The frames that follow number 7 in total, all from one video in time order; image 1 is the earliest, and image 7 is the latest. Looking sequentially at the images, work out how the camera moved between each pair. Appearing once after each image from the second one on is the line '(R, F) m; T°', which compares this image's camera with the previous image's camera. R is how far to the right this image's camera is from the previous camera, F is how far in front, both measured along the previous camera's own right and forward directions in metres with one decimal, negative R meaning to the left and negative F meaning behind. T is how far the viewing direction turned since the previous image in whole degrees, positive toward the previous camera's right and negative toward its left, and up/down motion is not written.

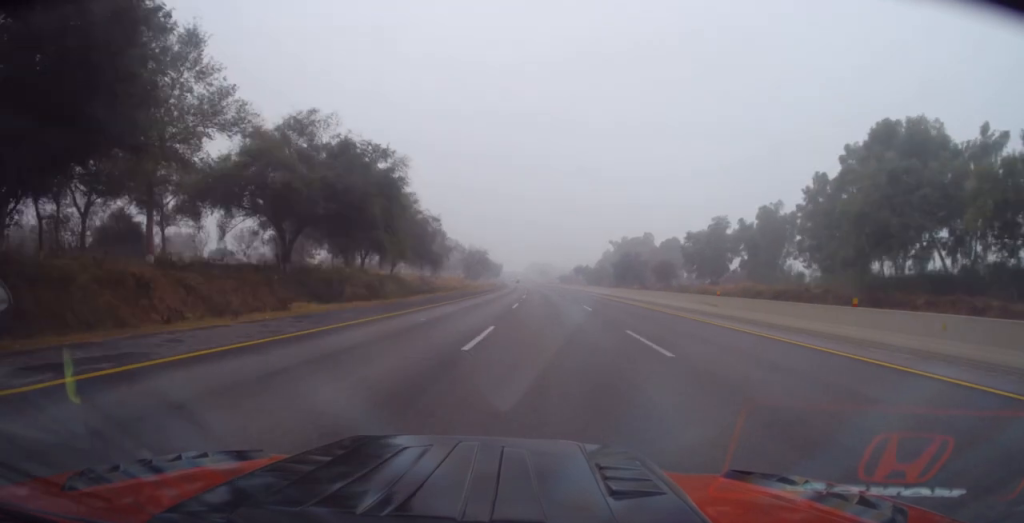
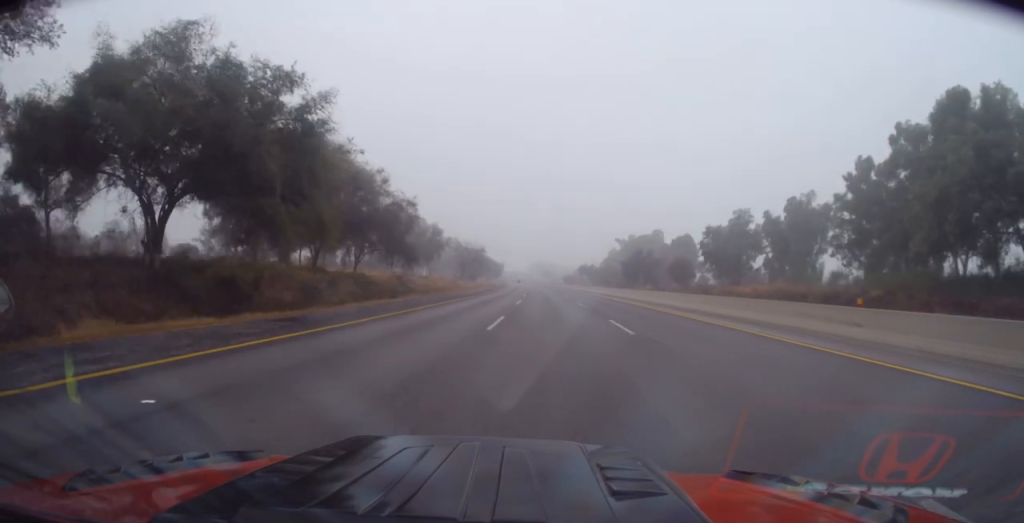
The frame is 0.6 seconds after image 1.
(-0.2, +13.3) m; 0°
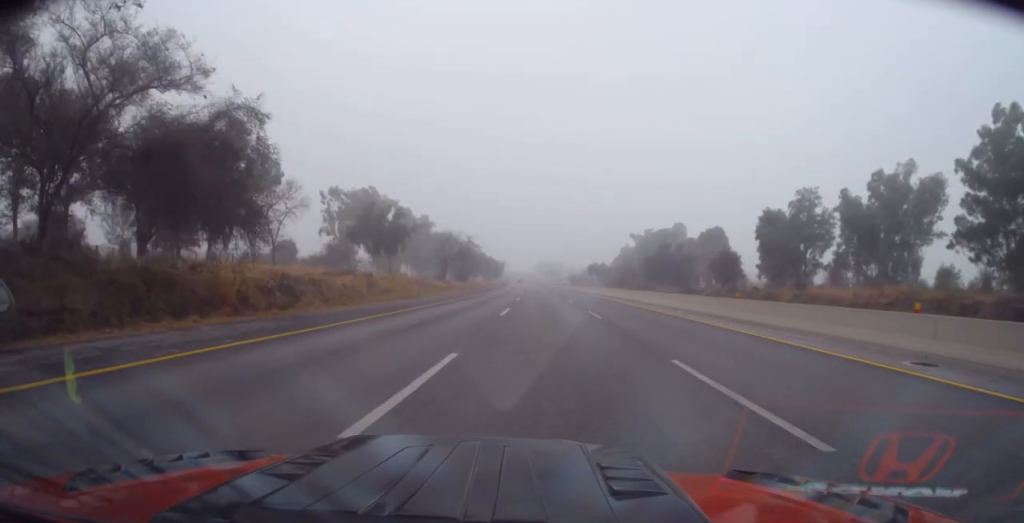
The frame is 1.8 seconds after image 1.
(+0.9, +29.0) m; +2°
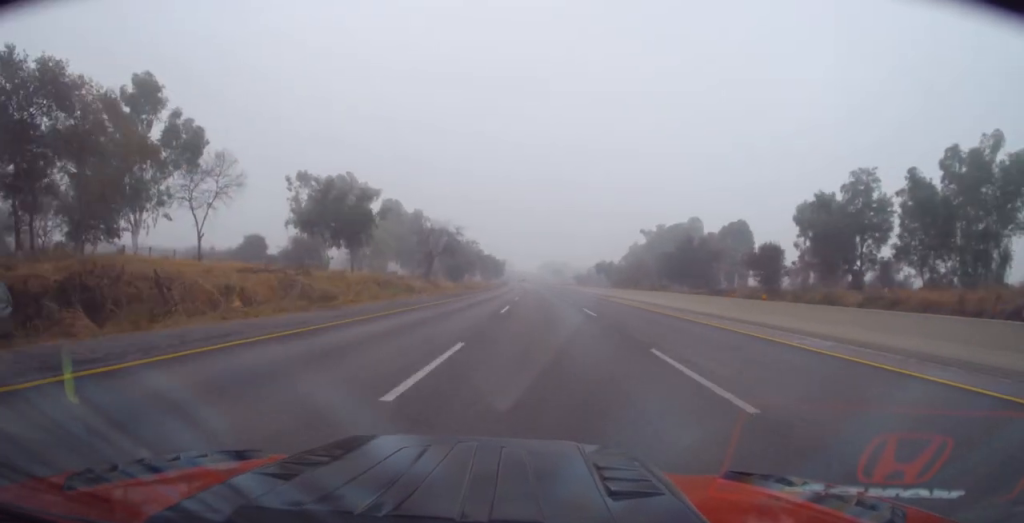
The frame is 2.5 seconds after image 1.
(+0.2, +16.5) m; -1°
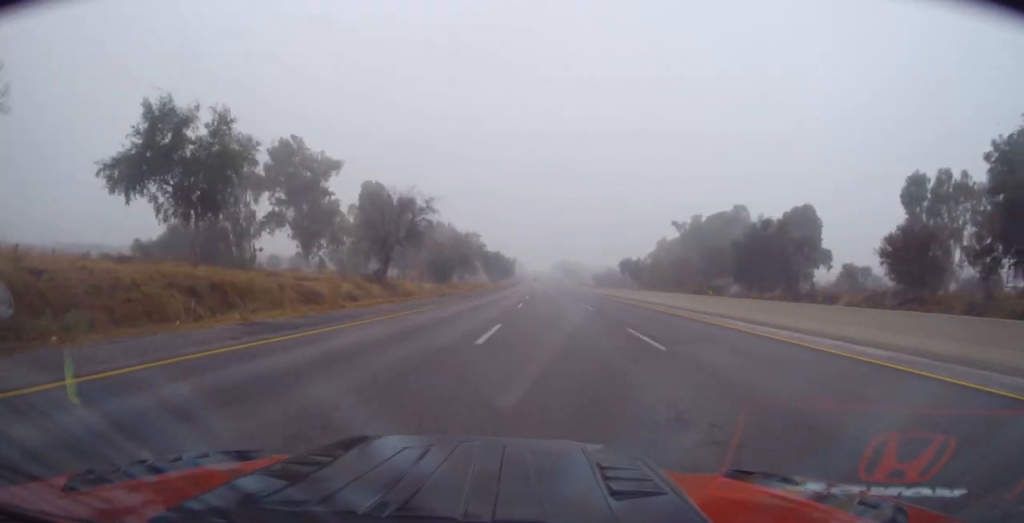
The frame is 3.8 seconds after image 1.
(-0.9, +29.8) m; -3°
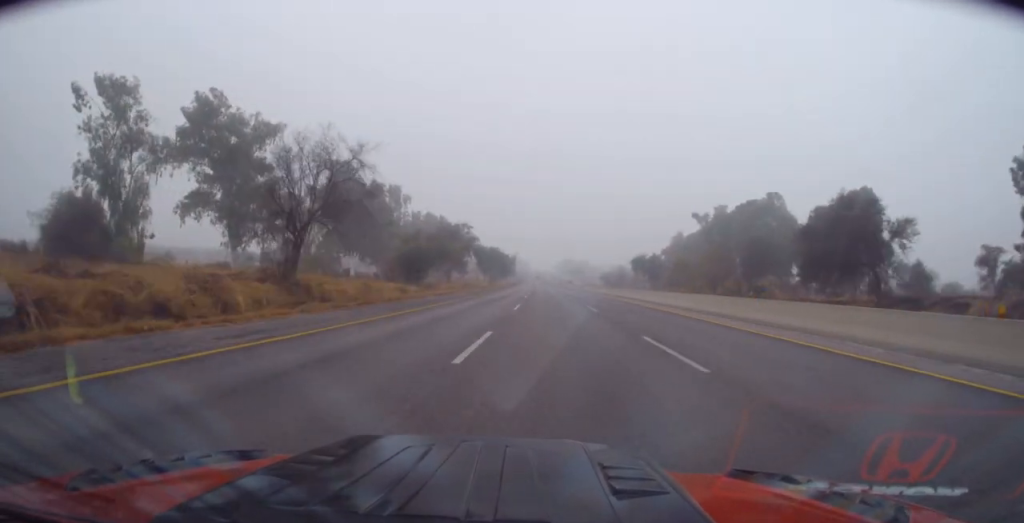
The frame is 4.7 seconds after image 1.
(-0.2, +21.2) m; -1°
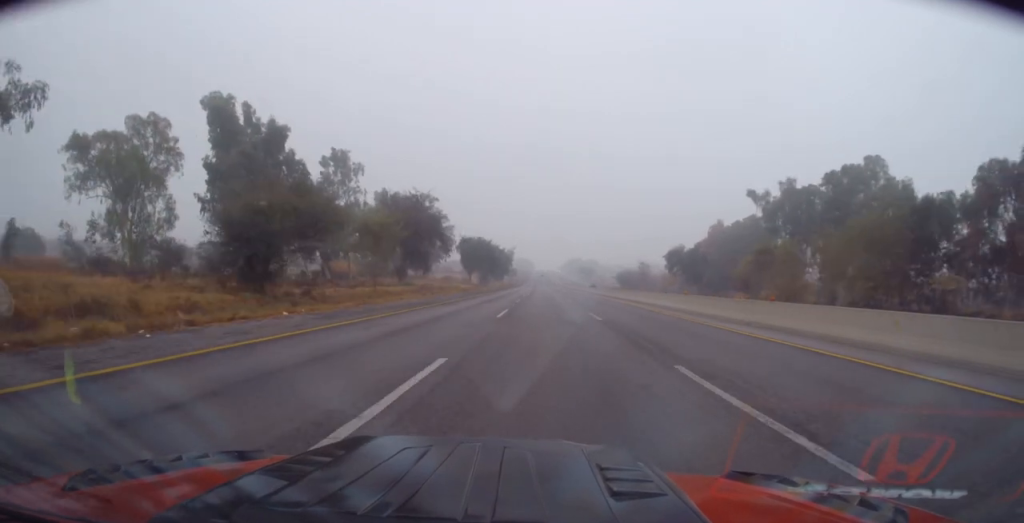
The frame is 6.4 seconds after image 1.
(0.0, +41.0) m; 0°
